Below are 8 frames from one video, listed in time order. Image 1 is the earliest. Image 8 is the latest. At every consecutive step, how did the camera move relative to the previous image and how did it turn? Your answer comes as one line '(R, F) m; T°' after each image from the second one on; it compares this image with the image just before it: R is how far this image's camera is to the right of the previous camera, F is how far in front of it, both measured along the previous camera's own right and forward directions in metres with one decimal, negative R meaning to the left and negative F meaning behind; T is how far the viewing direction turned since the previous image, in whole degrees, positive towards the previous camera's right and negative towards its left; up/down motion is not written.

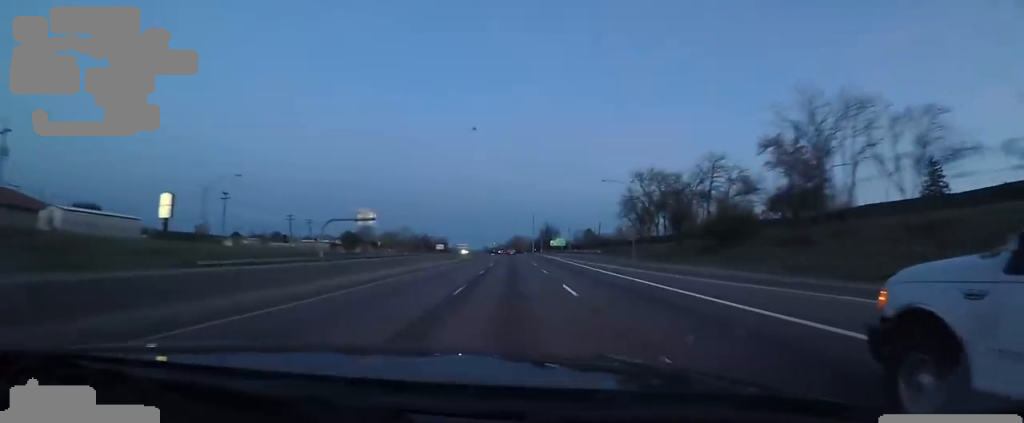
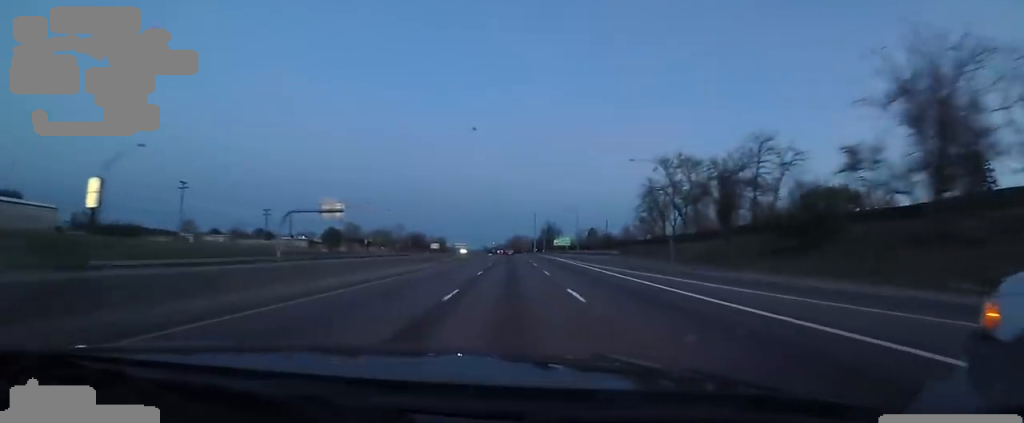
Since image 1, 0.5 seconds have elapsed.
(-0.1, +13.8) m; 0°
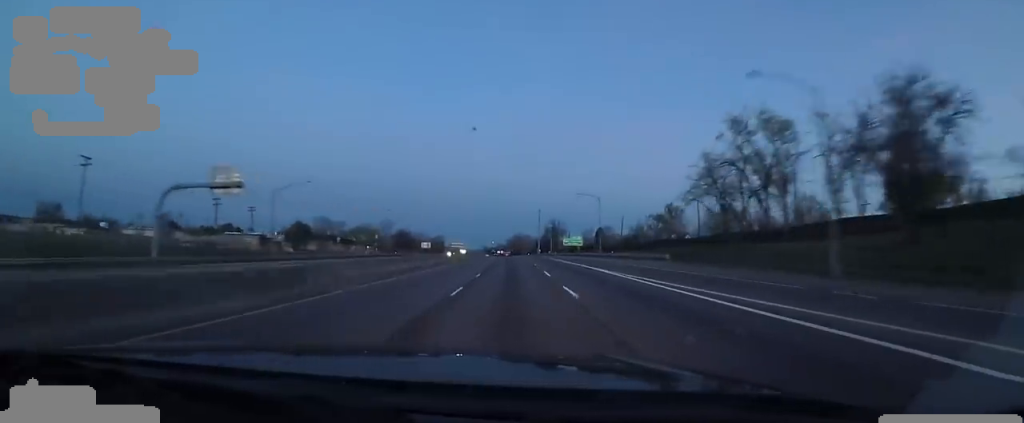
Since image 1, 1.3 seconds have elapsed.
(0.0, +23.2) m; 0°
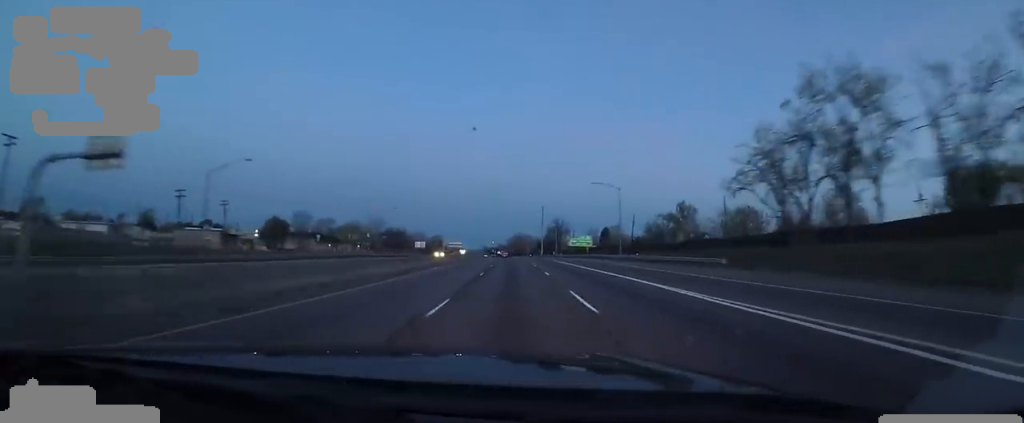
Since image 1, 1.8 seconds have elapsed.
(0.0, +13.0) m; +1°
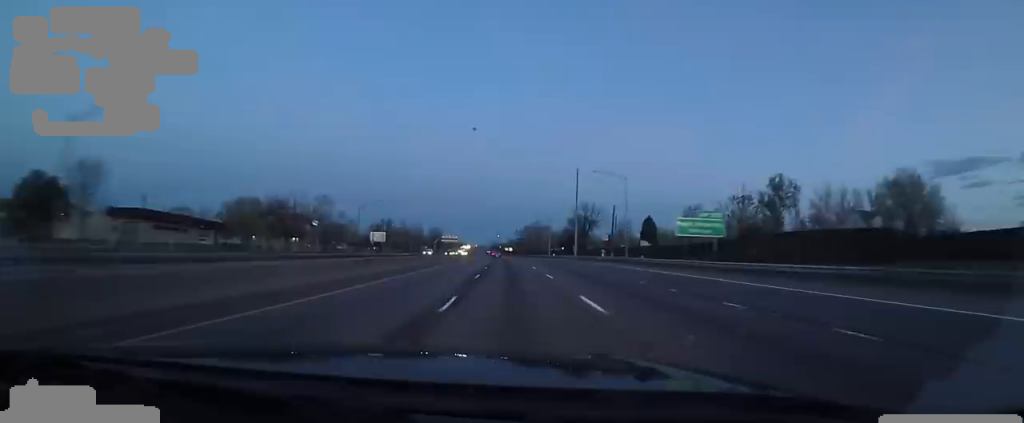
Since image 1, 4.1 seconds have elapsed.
(+1.3, +63.2) m; -3°
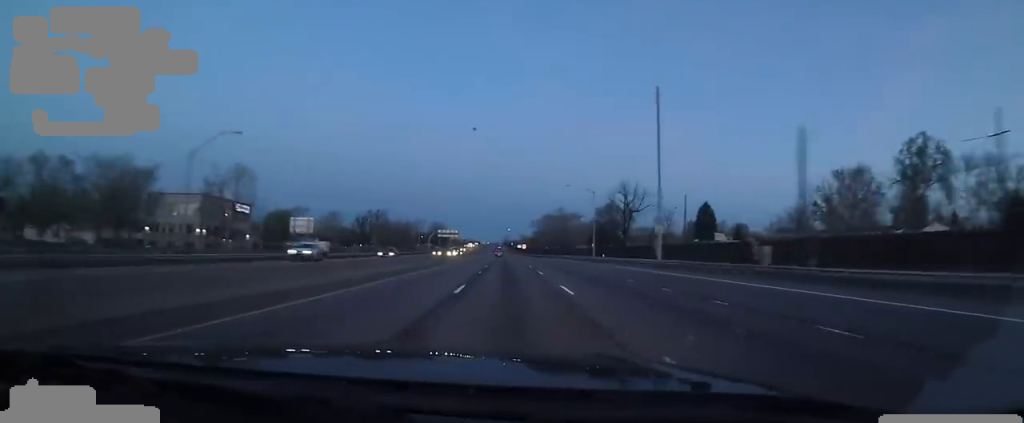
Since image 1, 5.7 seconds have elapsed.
(-1.7, +43.5) m; 0°
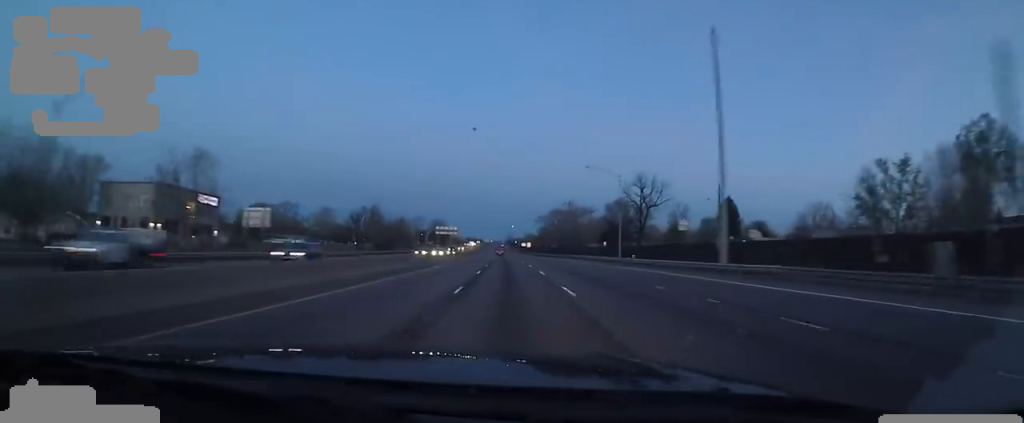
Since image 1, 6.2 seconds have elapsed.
(+0.3, +12.6) m; +1°
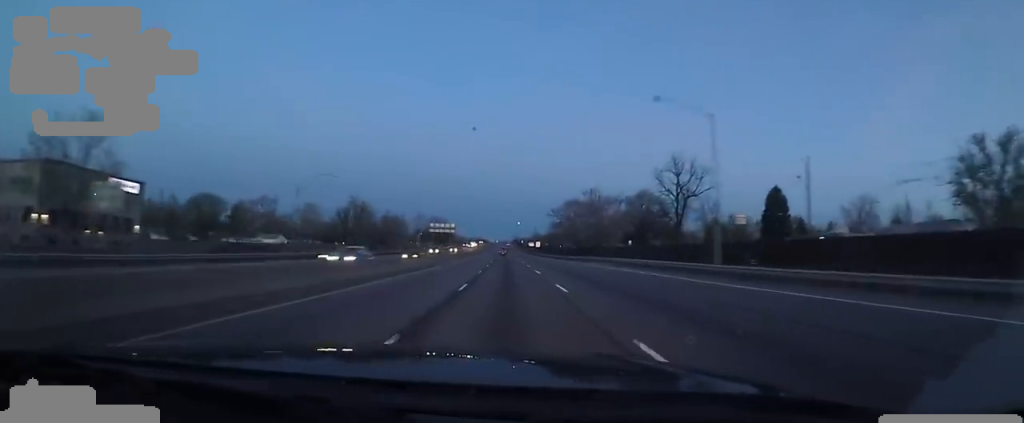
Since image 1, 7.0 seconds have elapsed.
(+0.1, +21.9) m; -2°
